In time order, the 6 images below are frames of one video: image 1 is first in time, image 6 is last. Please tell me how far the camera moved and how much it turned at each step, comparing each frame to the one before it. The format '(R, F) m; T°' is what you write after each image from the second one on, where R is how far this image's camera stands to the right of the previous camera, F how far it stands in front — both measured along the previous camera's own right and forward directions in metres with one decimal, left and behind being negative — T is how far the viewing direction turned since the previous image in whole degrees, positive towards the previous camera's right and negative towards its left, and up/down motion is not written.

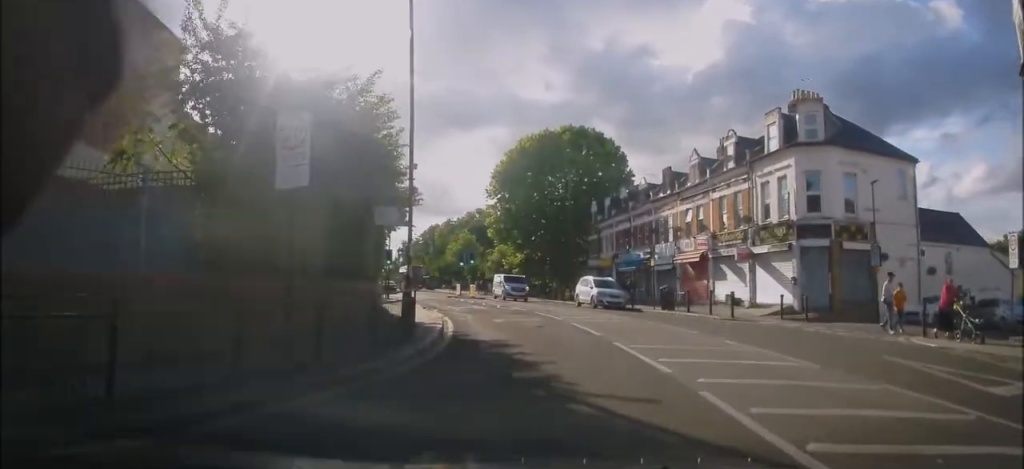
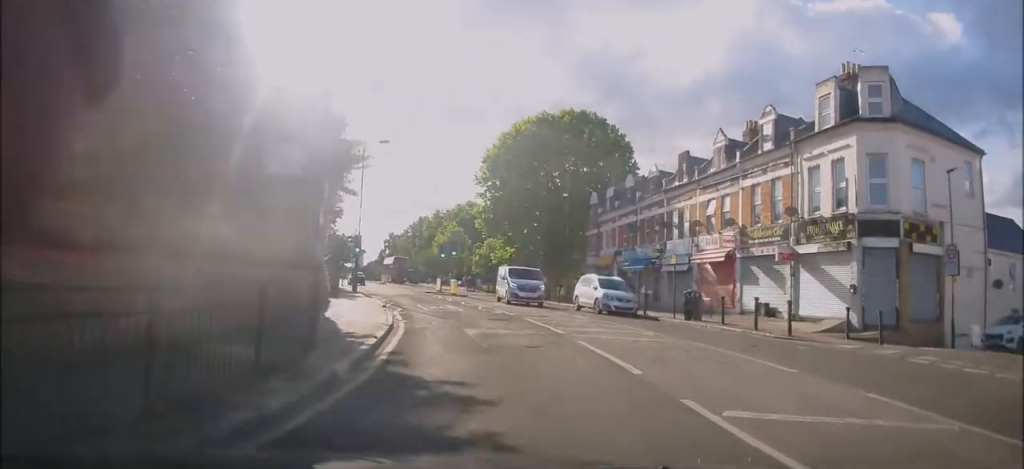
(+0.4, +5.9) m; +3°
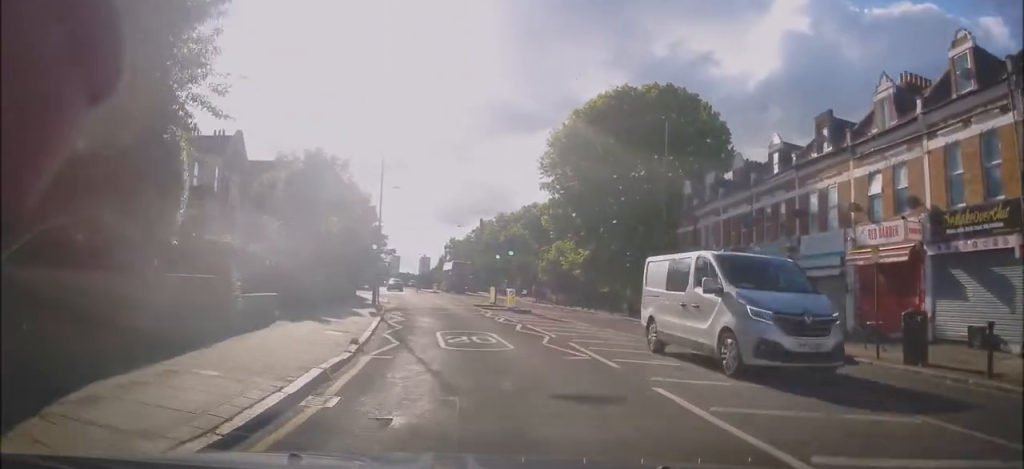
(-0.6, +10.3) m; -6°
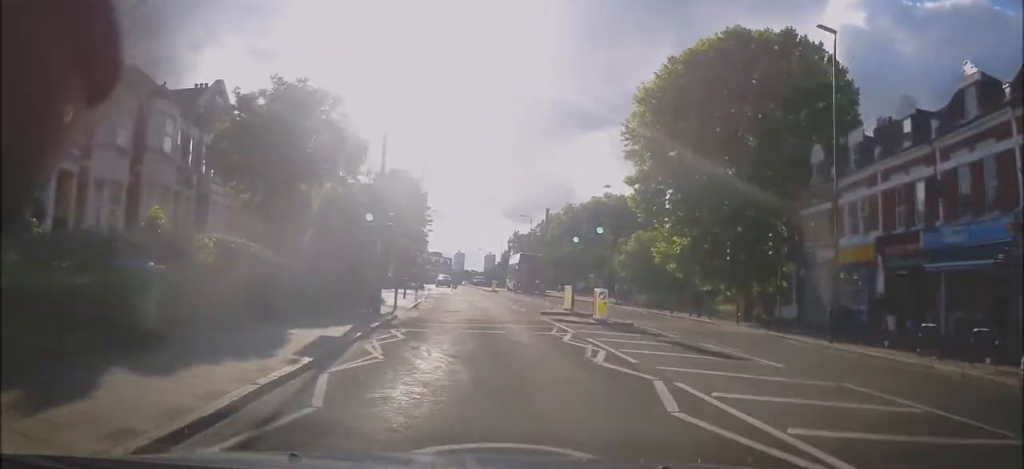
(-0.1, +11.2) m; -6°
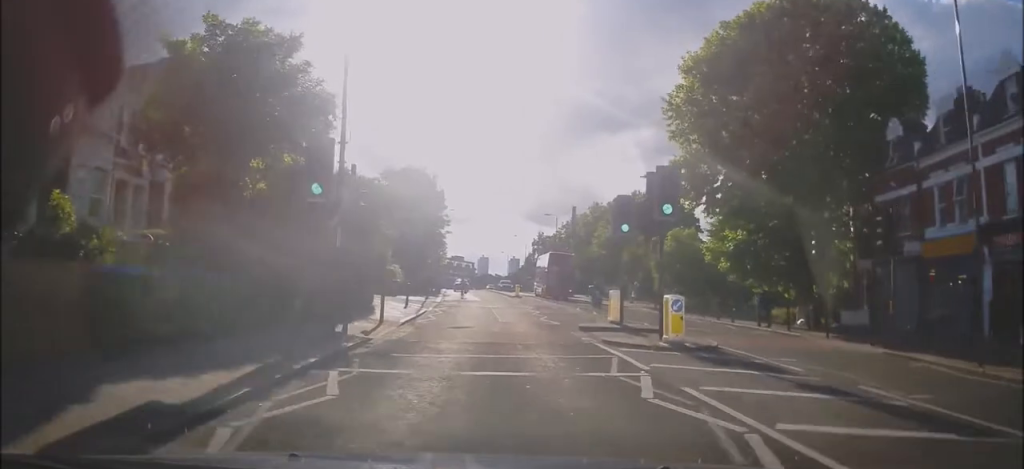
(-0.5, +5.7) m; -2°
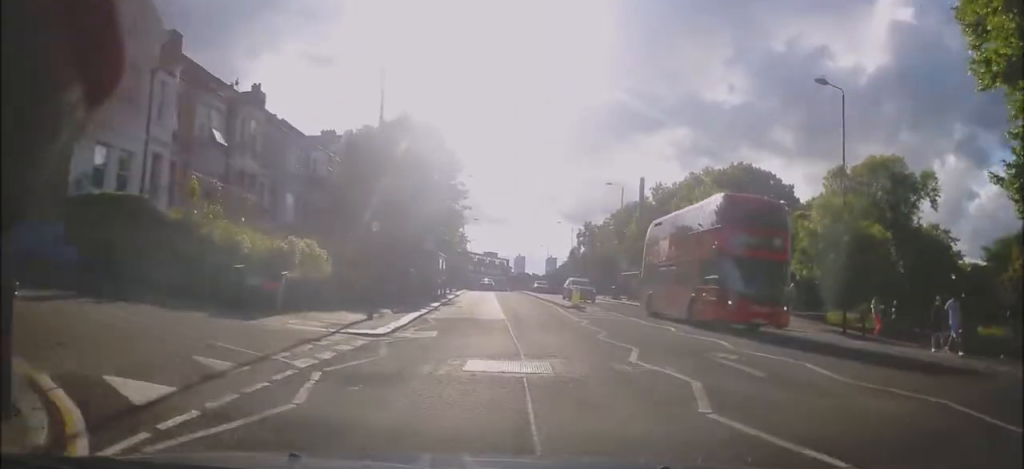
(-1.2, +22.6) m; -3°
